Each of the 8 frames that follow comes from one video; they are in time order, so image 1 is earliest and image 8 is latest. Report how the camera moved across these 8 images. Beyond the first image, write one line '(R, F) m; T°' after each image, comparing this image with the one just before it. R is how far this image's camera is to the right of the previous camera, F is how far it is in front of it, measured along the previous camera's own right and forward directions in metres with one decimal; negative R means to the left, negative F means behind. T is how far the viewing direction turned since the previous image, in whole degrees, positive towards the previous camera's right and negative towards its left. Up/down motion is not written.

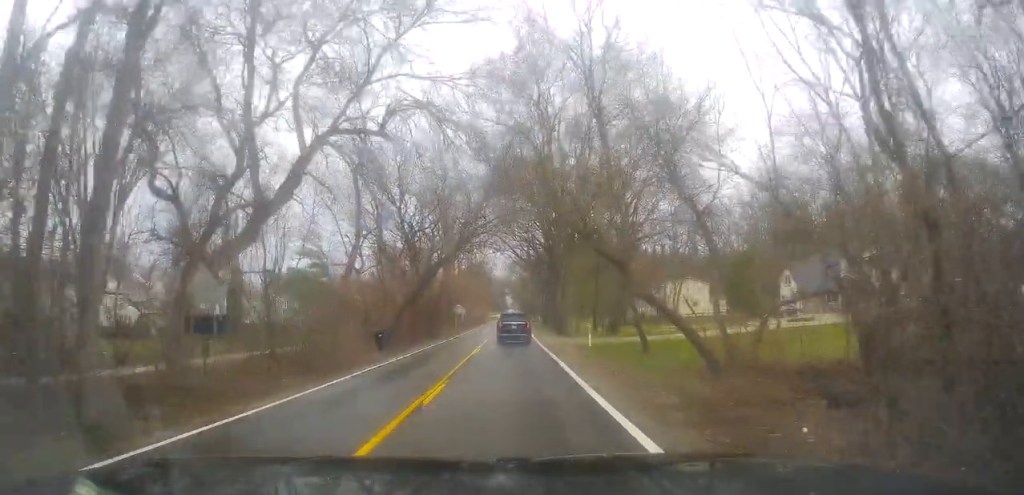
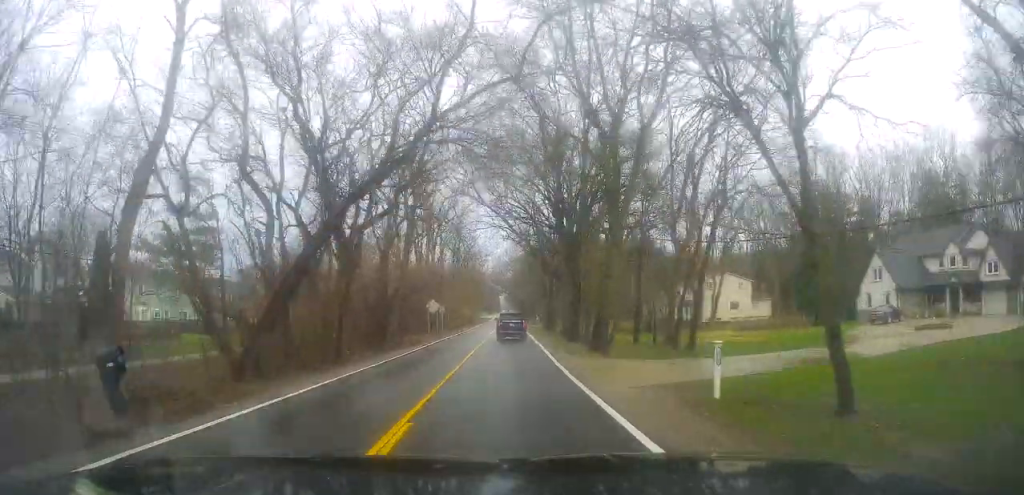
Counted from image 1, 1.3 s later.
(-0.7, +21.7) m; -2°
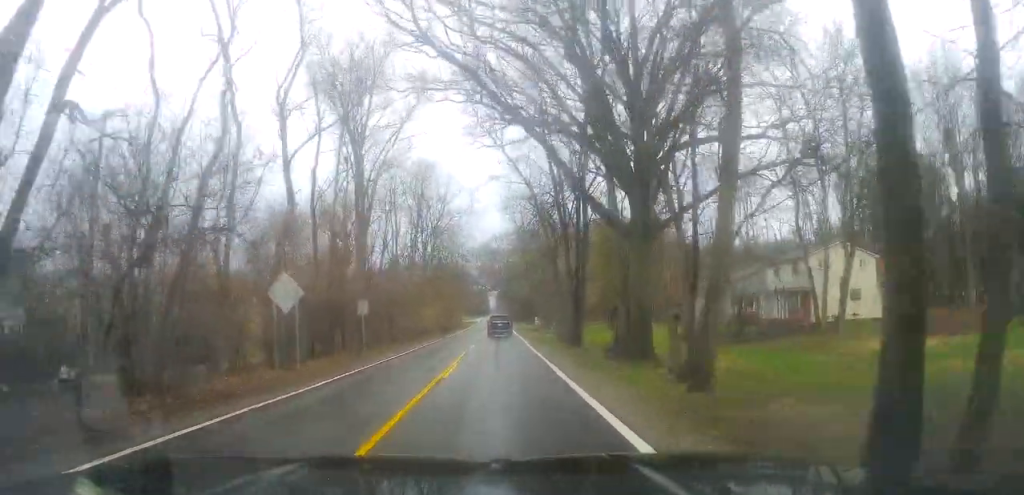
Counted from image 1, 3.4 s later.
(-0.1, +32.9) m; -1°
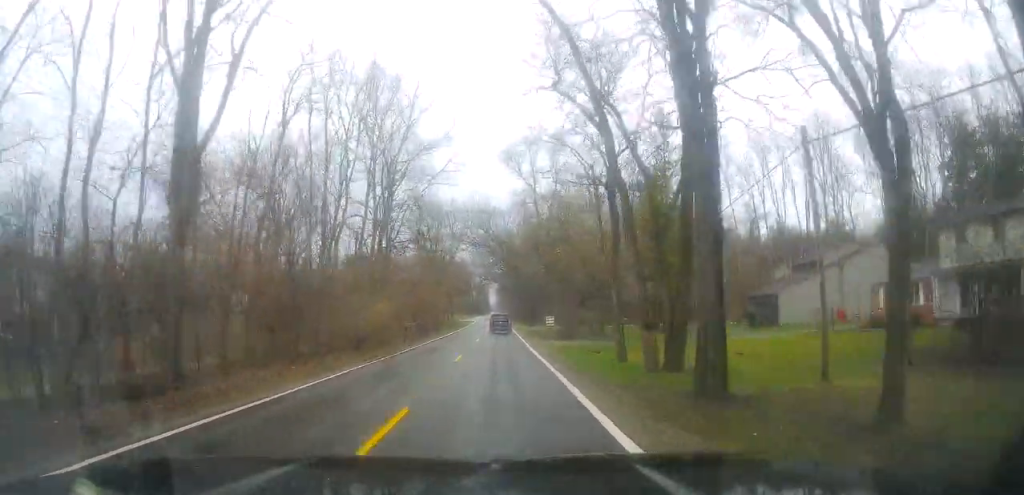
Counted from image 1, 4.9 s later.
(+0.9, +25.0) m; +3°
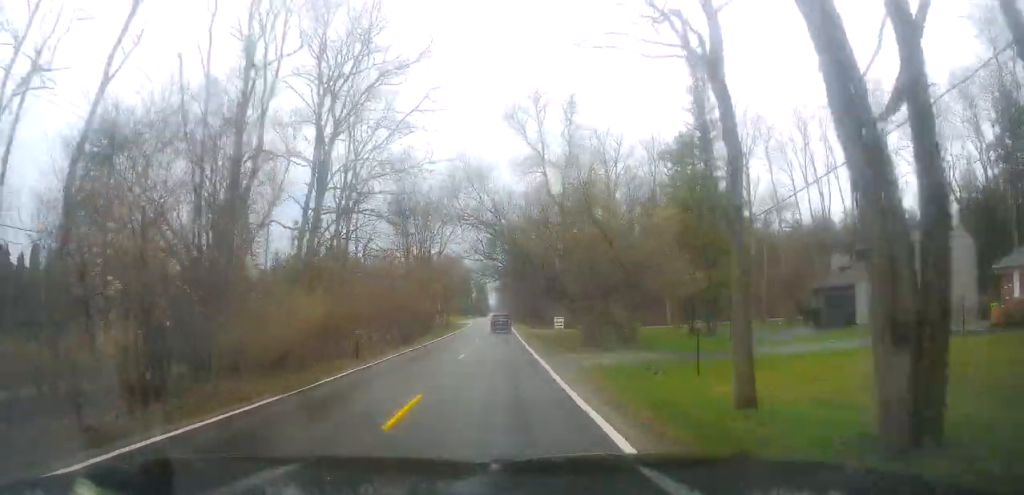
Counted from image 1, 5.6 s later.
(0.0, +12.0) m; 0°
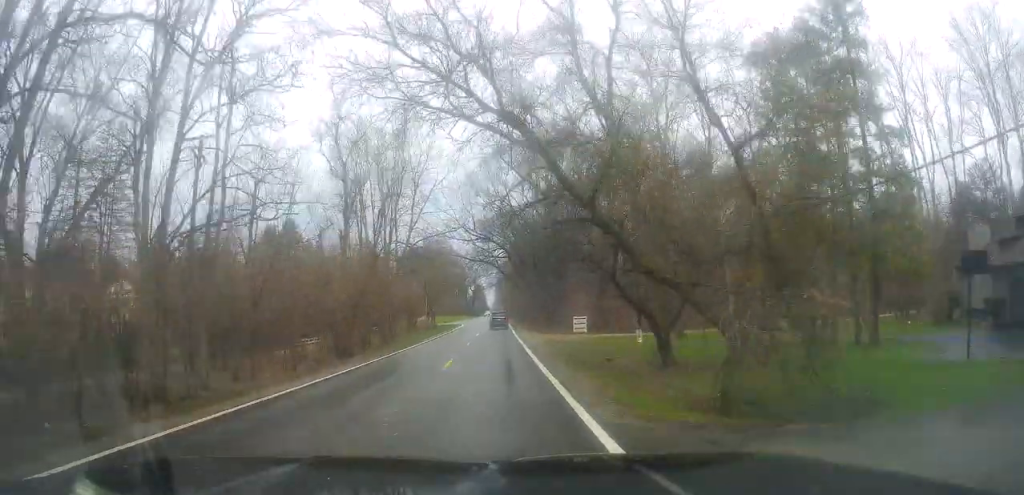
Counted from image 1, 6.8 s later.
(+0.1, +20.0) m; -1°
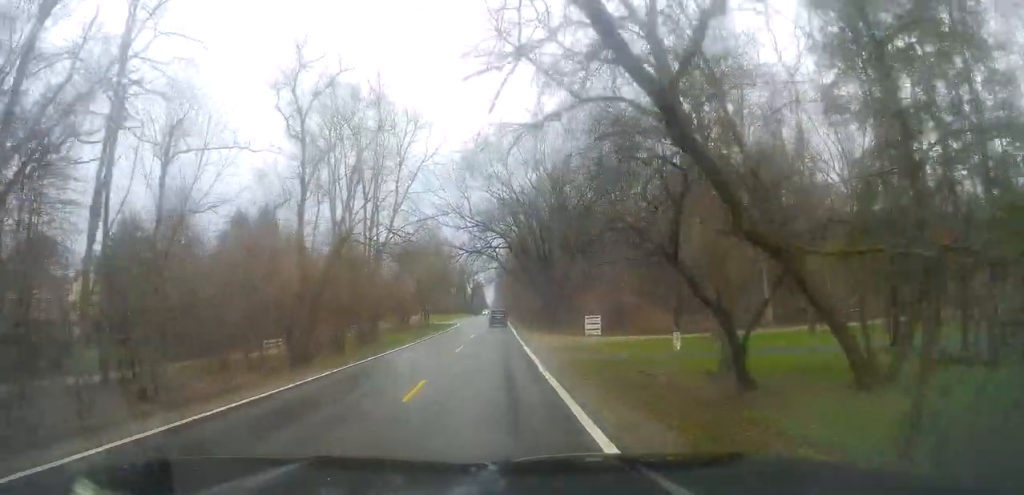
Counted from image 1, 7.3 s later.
(+0.1, +7.4) m; 0°
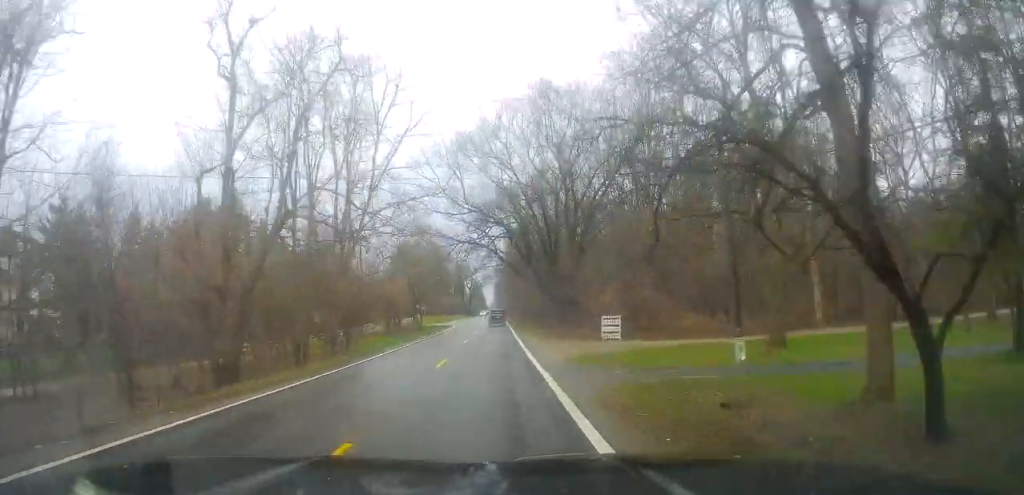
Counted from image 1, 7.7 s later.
(-0.3, +7.5) m; 0°
